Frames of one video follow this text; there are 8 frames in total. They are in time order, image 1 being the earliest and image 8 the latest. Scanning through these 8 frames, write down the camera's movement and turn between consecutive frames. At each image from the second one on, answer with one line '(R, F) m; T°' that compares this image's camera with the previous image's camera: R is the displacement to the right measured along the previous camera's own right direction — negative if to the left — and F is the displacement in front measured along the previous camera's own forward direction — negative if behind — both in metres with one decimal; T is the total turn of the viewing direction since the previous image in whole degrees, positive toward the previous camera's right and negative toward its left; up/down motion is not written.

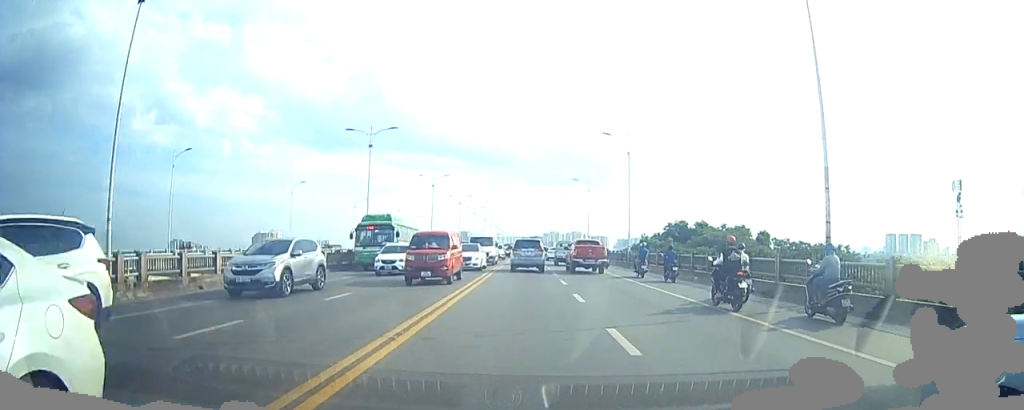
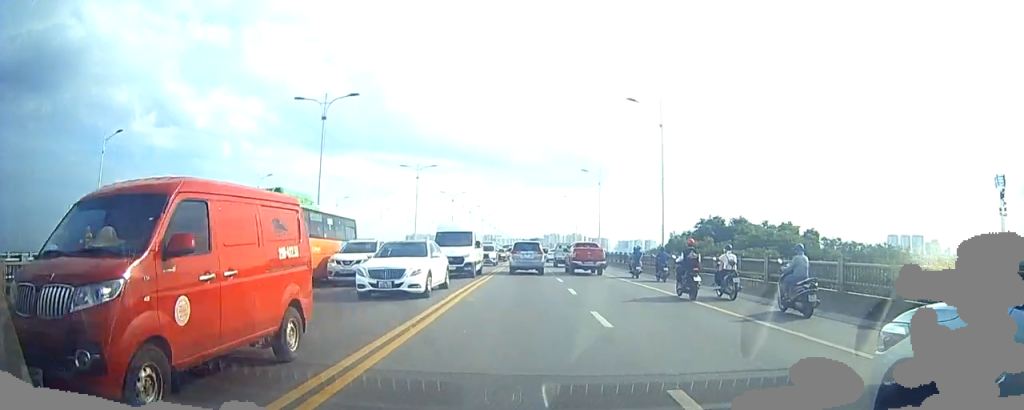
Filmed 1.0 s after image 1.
(-0.1, +11.8) m; 0°
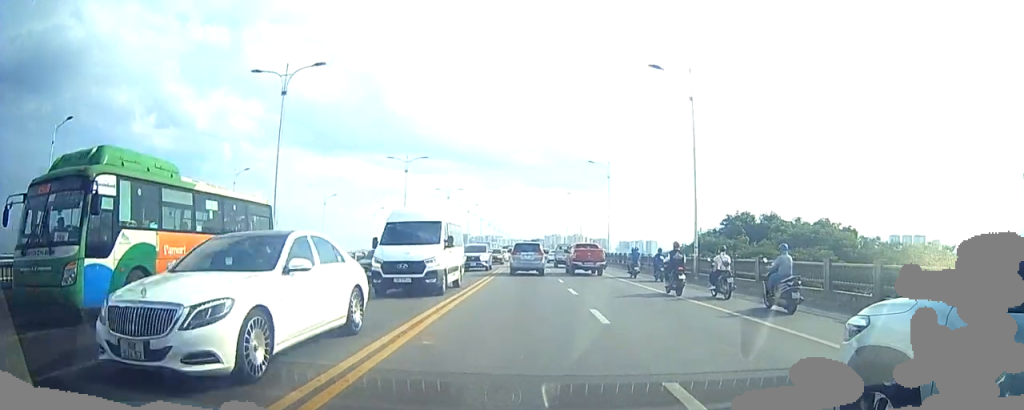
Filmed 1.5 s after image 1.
(0.0, +6.3) m; 0°
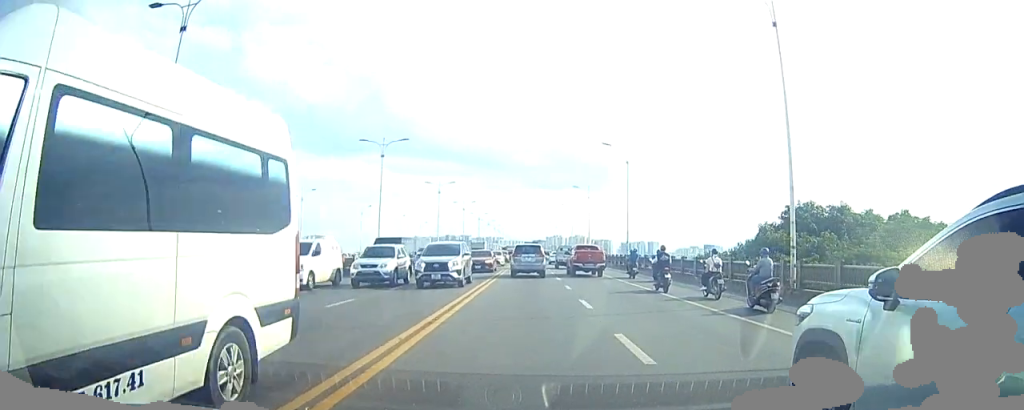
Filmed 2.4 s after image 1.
(0.0, +10.6) m; 0°
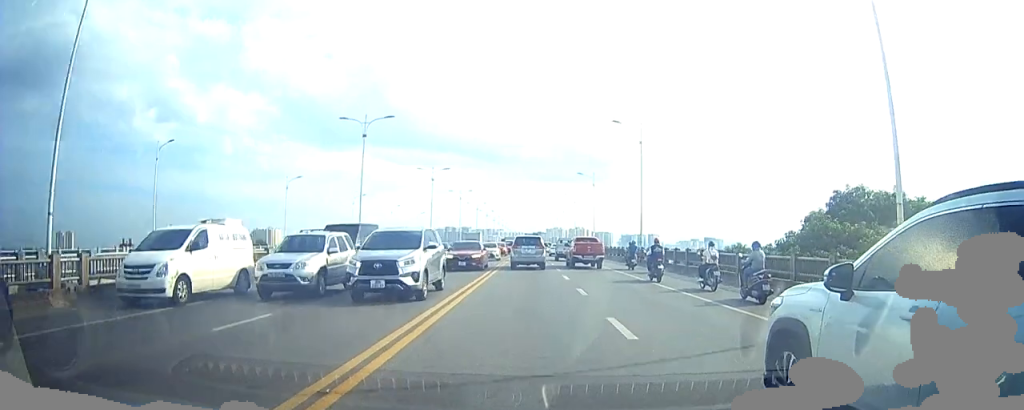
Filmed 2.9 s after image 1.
(0.0, +5.4) m; 0°
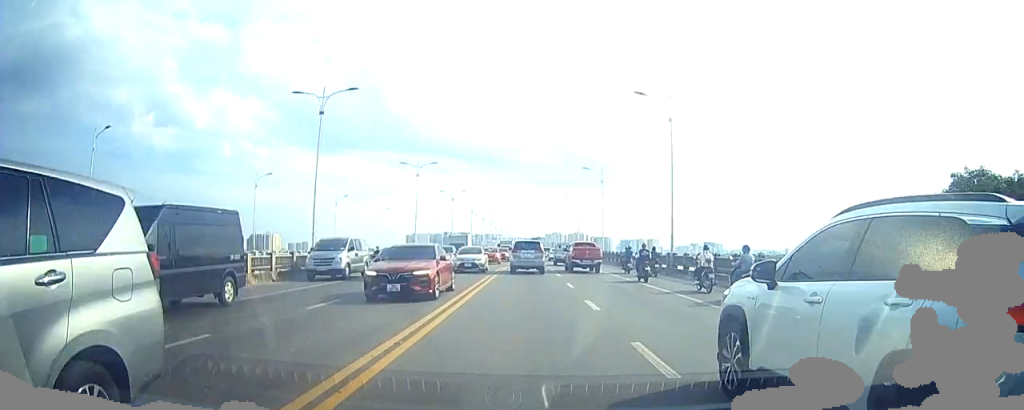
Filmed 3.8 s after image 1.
(0.0, +9.8) m; 0°
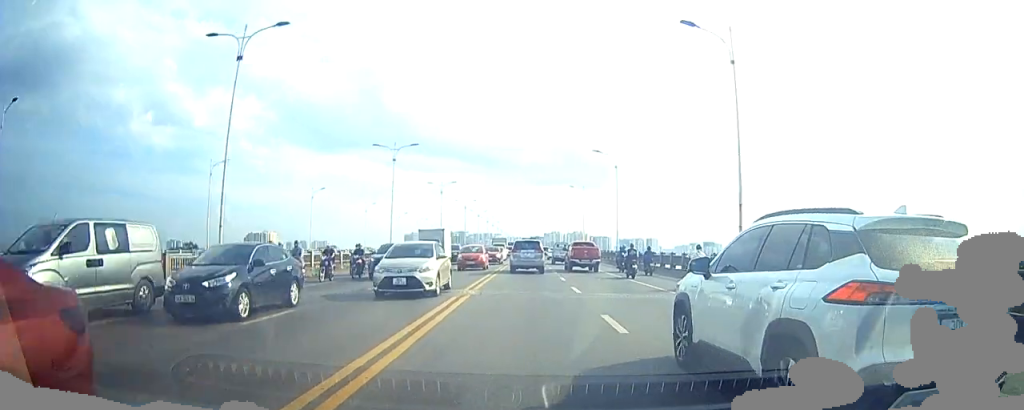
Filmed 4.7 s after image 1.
(0.0, +9.9) m; 0°
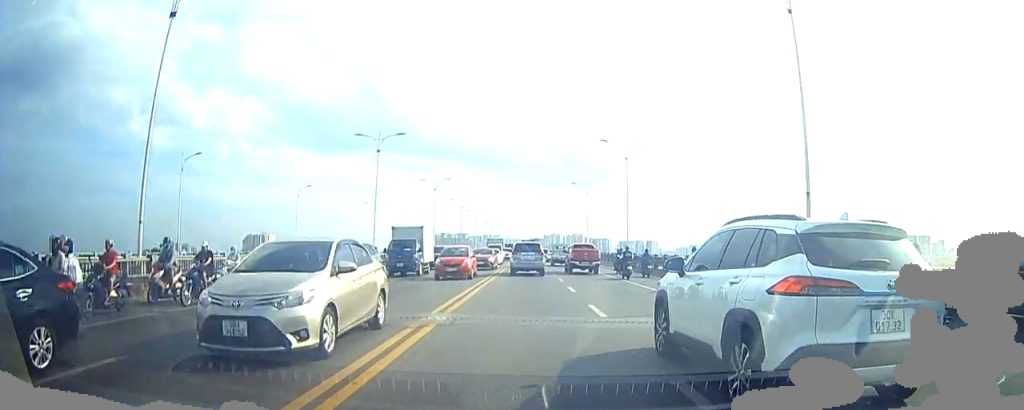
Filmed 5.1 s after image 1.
(0.0, +5.1) m; 0°
